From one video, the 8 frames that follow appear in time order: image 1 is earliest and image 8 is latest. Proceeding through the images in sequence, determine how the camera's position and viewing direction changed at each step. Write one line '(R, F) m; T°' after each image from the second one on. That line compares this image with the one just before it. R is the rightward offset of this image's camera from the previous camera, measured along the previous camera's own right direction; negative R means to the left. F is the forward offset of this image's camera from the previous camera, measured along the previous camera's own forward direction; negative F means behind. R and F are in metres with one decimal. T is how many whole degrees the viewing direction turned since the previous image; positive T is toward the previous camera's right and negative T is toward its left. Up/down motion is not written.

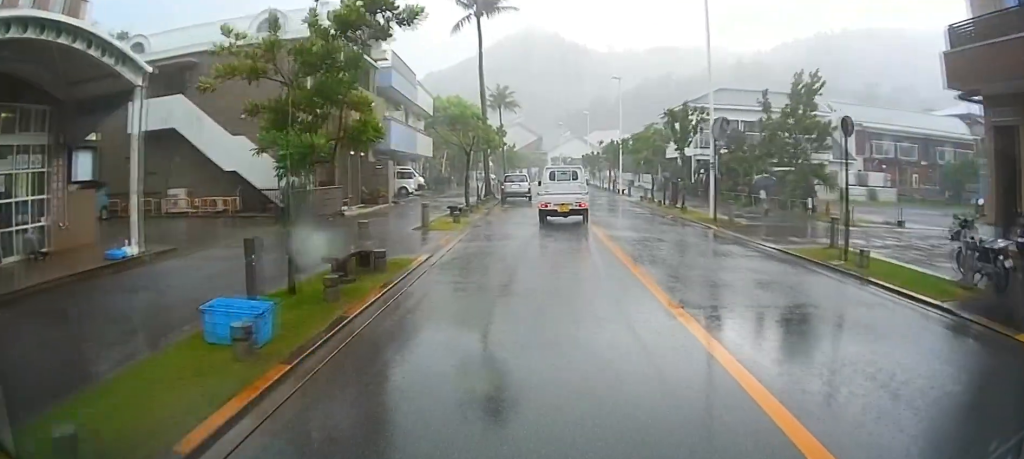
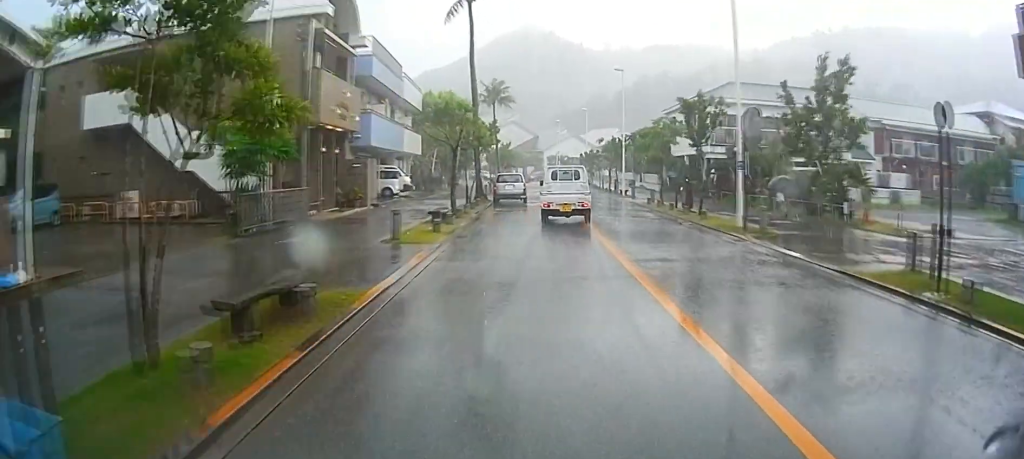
(-0.2, +3.3) m; +1°
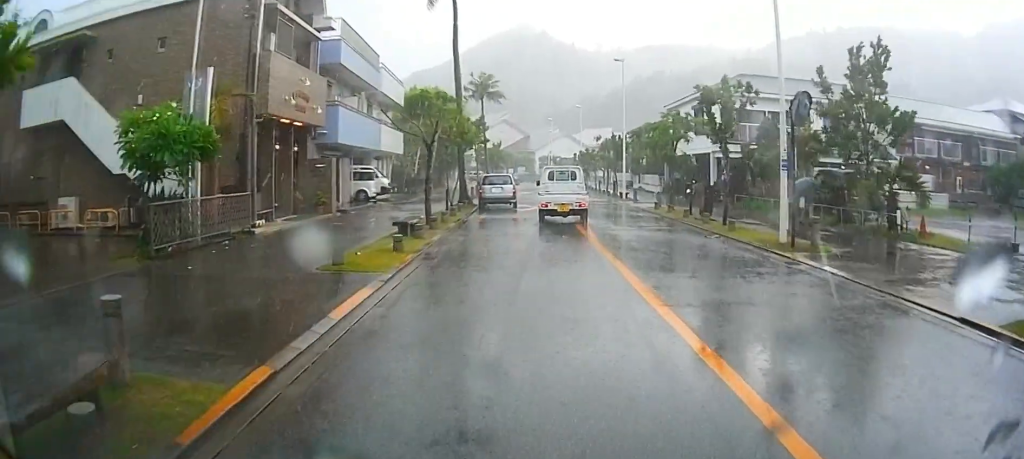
(-0.4, +3.7) m; +3°
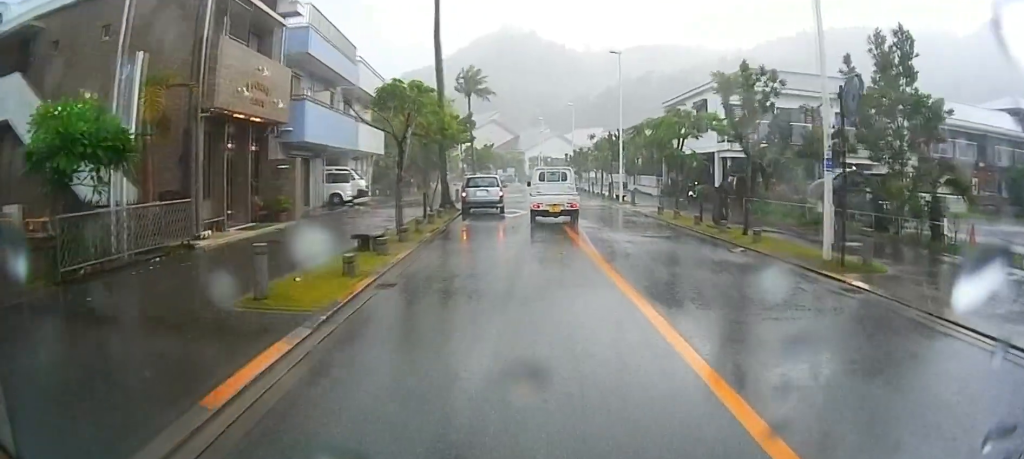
(+0.5, +2.8) m; +2°
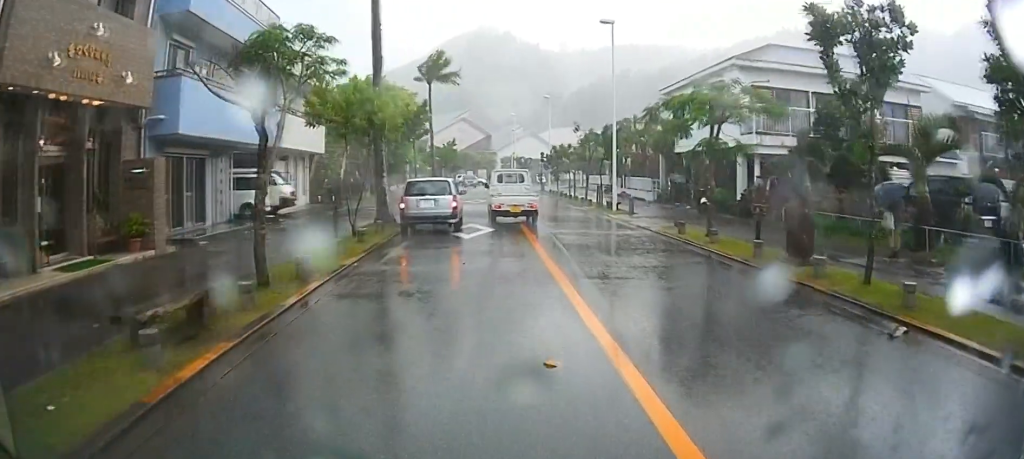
(+0.3, +7.2) m; -1°
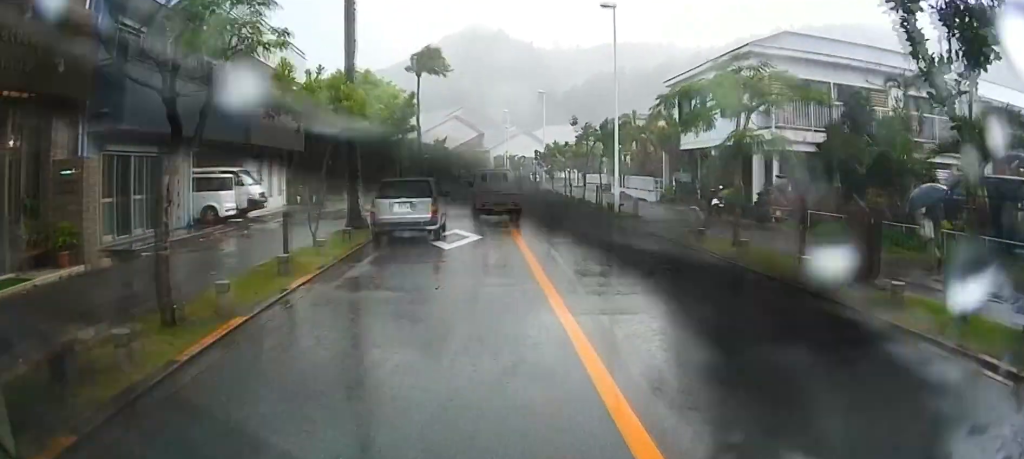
(-0.1, +2.6) m; -2°
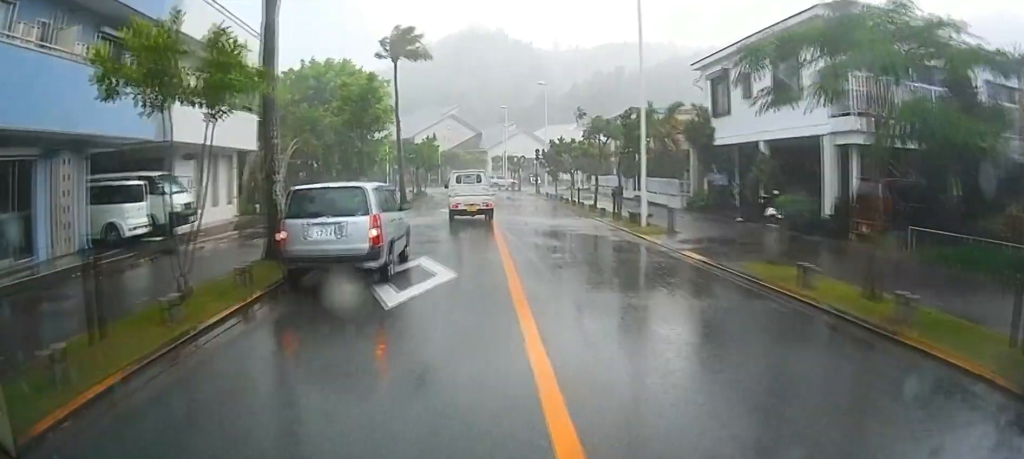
(0.0, +5.5) m; 0°
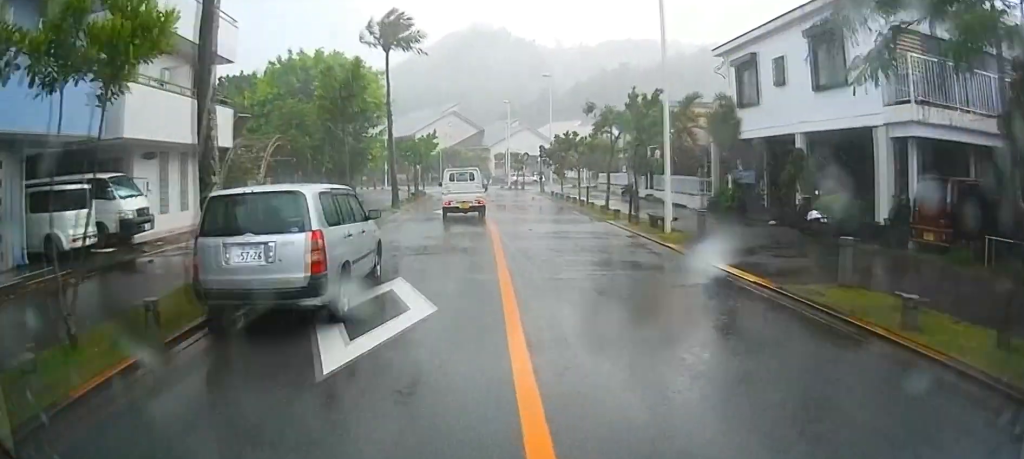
(0.0, +2.8) m; -3°
